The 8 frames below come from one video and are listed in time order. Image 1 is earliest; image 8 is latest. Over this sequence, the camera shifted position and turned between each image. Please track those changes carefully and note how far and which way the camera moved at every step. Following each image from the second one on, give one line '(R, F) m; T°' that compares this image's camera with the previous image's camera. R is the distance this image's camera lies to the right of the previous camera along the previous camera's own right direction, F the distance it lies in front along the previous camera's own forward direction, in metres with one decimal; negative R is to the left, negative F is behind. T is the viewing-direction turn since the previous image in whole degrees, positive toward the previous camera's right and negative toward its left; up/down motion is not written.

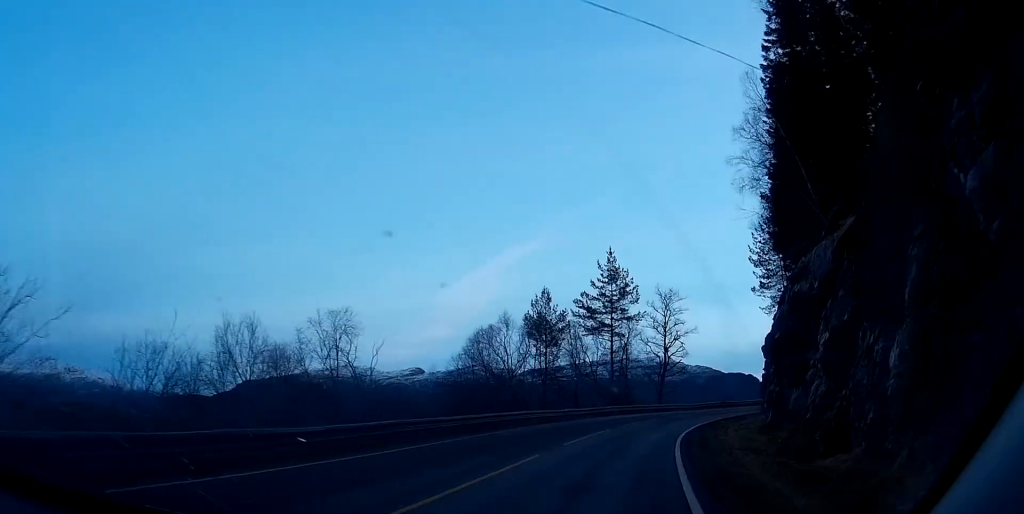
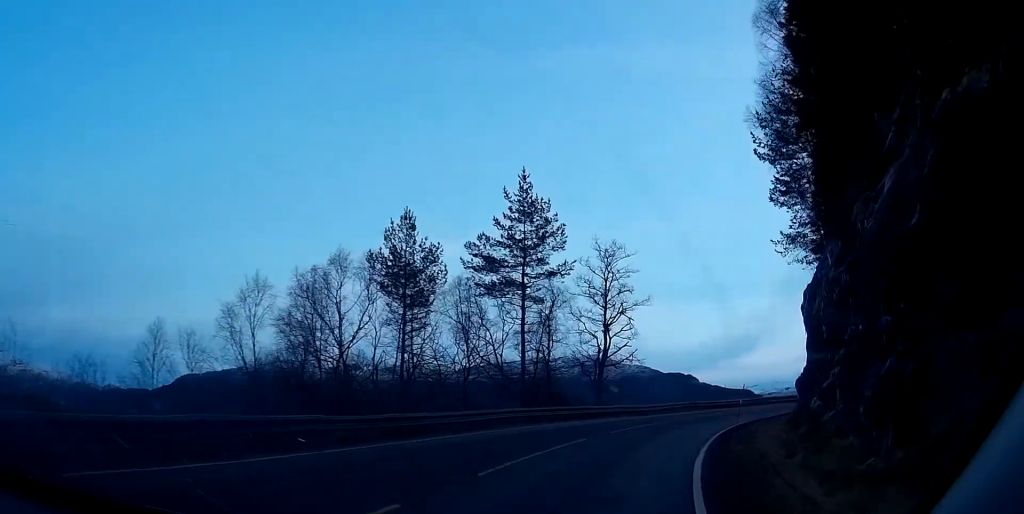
(+0.3, +21.1) m; +5°
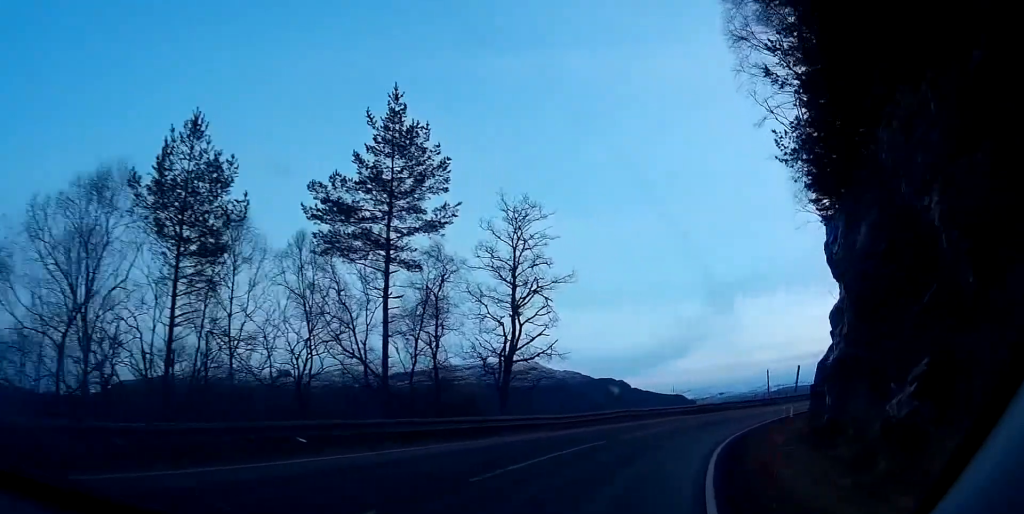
(+0.7, +12.4) m; +5°
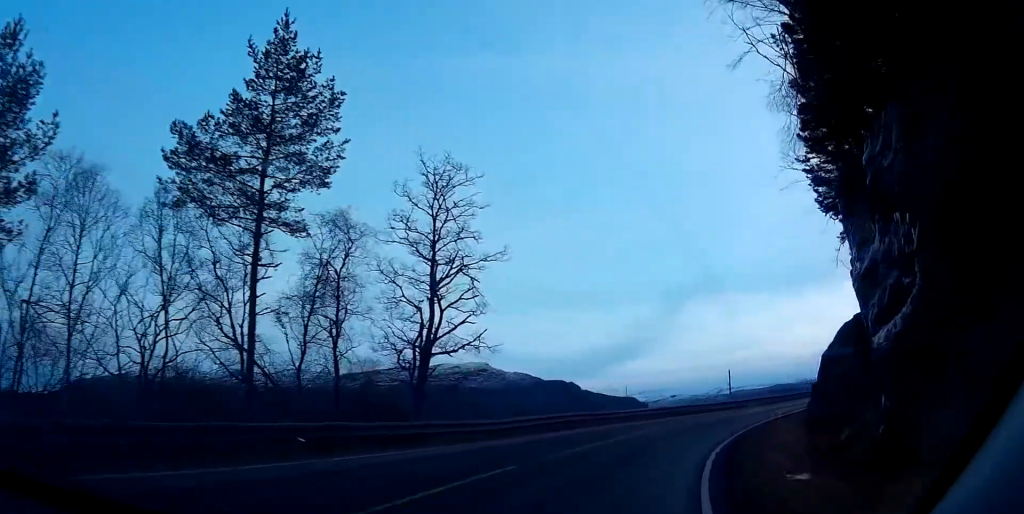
(+0.2, +6.8) m; +3°
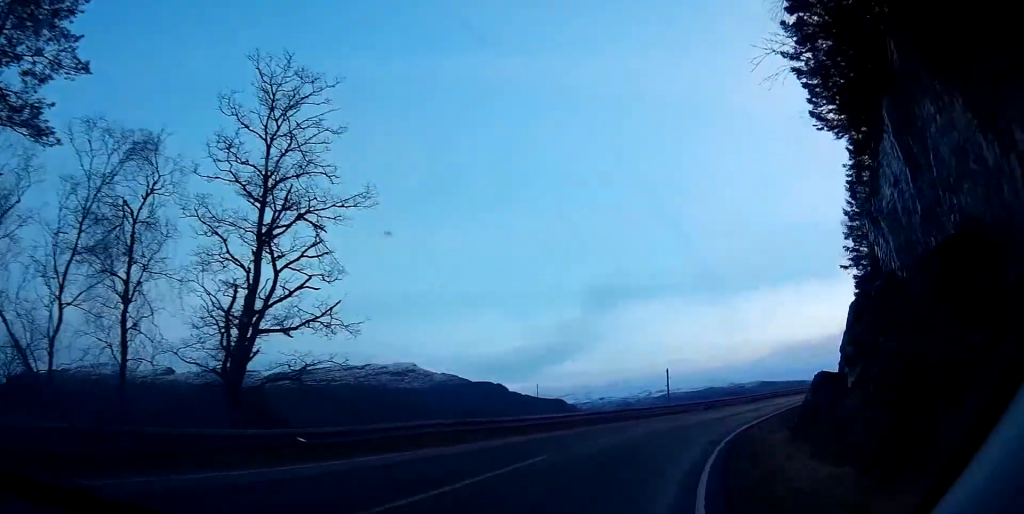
(0.0, +10.1) m; +6°
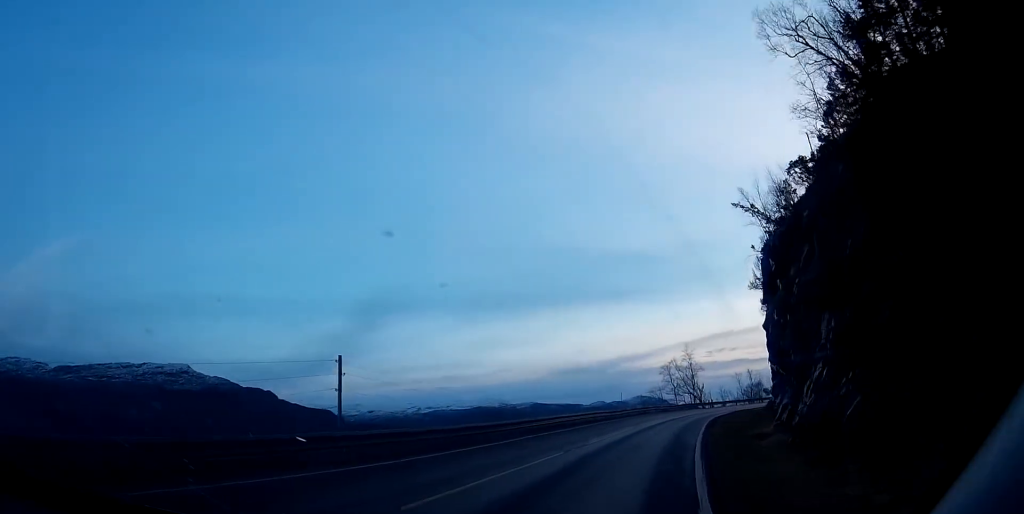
(+6.7, +35.4) m; +17°
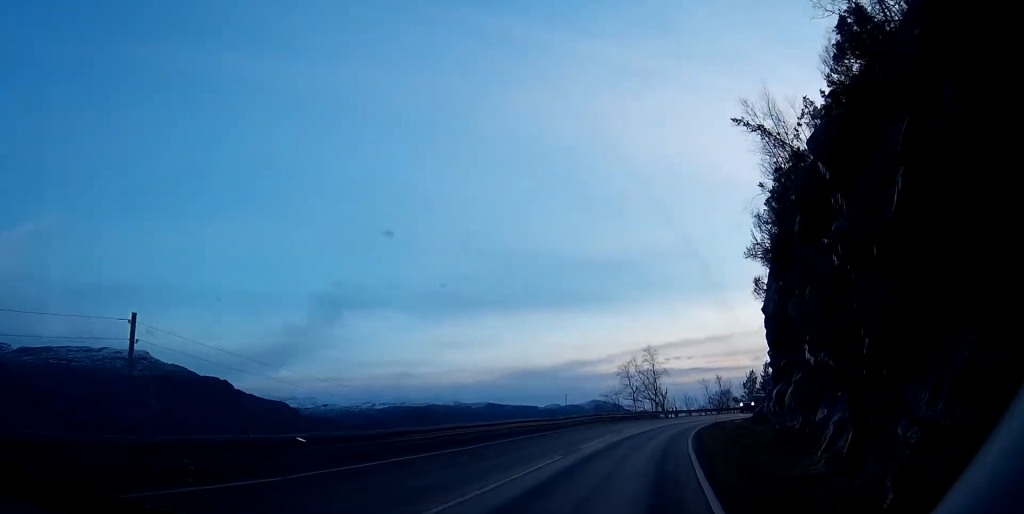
(+0.4, +12.4) m; +3°
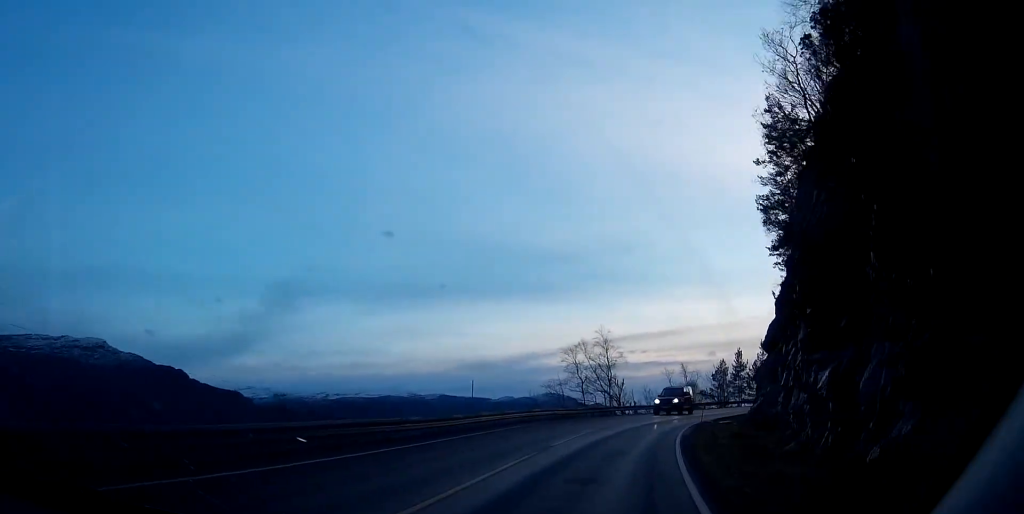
(+0.4, +13.9) m; +4°
